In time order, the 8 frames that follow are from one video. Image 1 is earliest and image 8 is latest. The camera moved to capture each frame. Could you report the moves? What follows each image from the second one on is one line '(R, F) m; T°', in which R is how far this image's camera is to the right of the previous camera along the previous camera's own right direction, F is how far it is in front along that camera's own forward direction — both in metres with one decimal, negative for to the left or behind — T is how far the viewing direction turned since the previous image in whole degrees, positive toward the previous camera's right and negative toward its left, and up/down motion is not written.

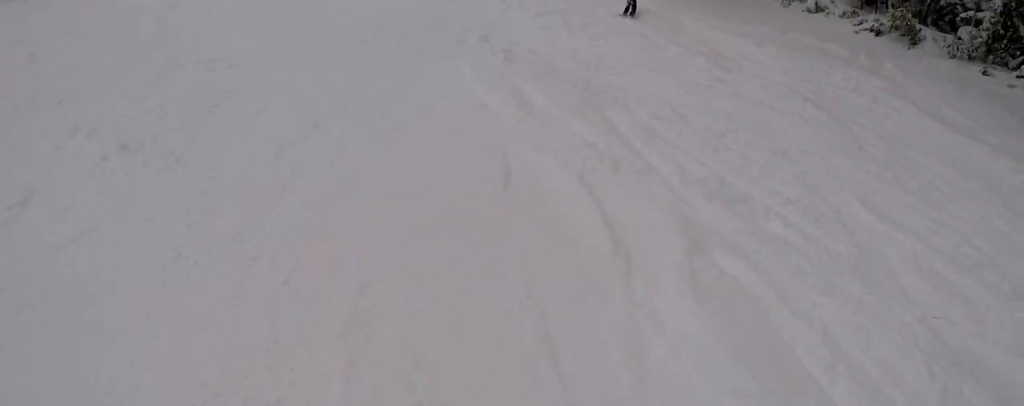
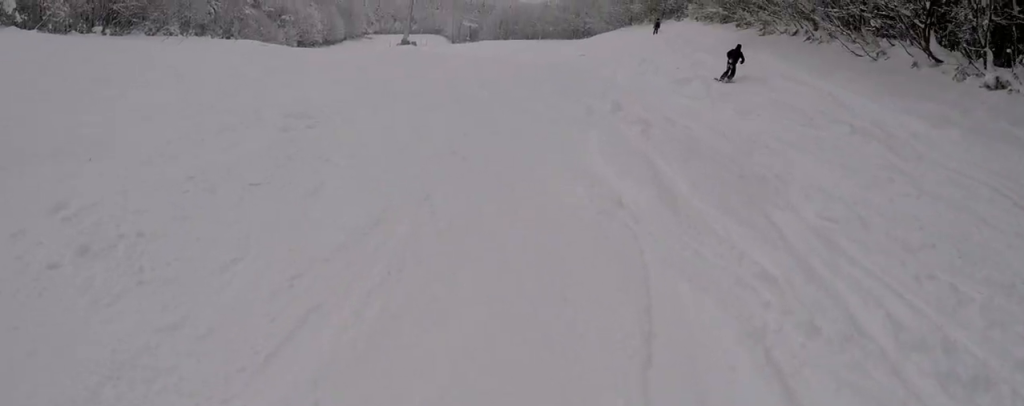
(-0.1, +2.6) m; -3°
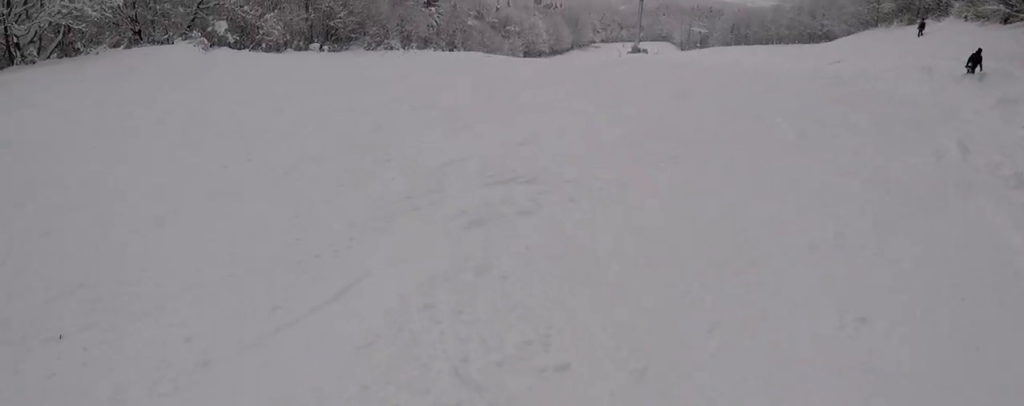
(-0.2, +5.0) m; -9°
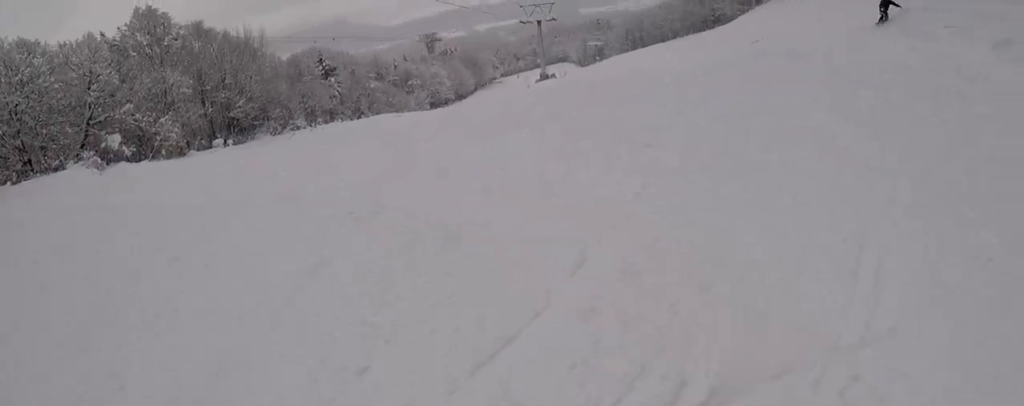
(-0.3, +3.9) m; +1°
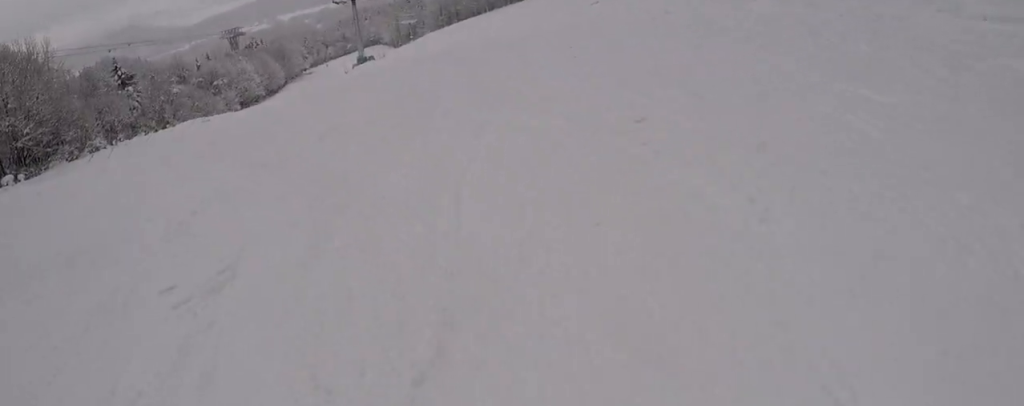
(-0.9, +3.3) m; +9°
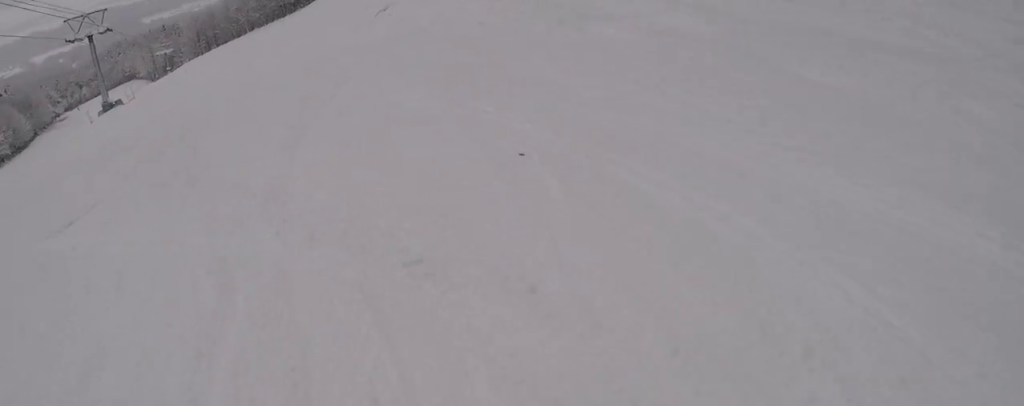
(+2.6, +7.9) m; +9°
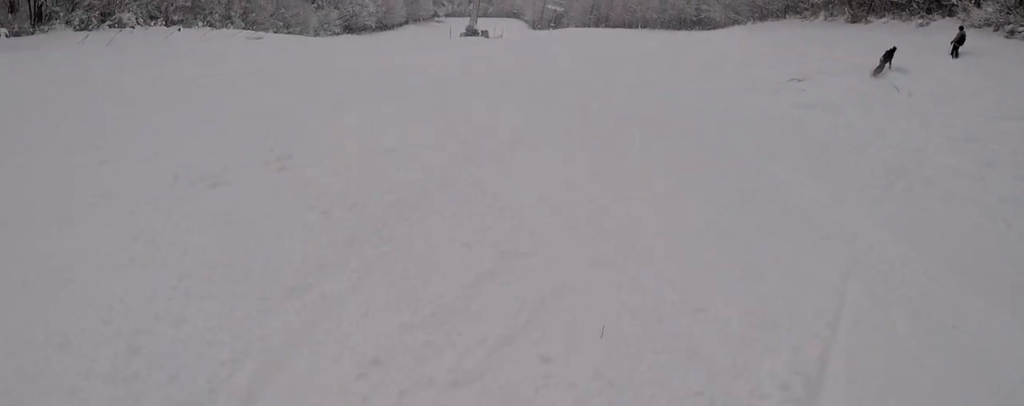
(-0.8, +6.4) m; -8°
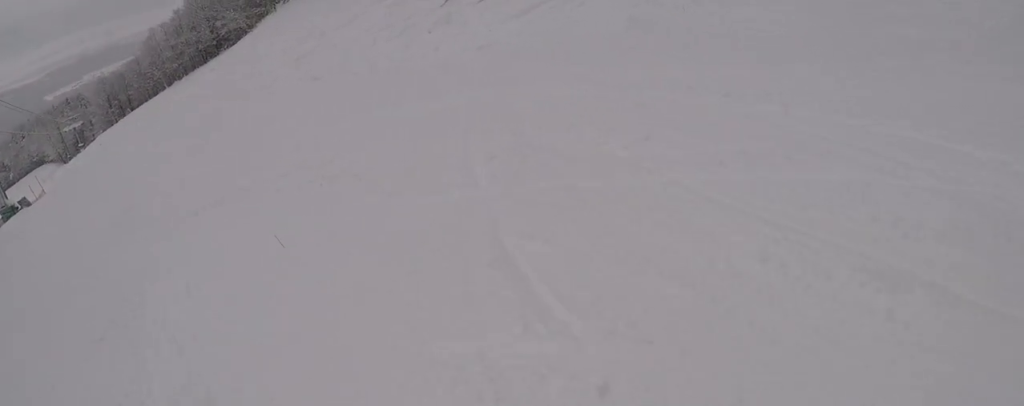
(+1.5, +7.7) m; +21°
